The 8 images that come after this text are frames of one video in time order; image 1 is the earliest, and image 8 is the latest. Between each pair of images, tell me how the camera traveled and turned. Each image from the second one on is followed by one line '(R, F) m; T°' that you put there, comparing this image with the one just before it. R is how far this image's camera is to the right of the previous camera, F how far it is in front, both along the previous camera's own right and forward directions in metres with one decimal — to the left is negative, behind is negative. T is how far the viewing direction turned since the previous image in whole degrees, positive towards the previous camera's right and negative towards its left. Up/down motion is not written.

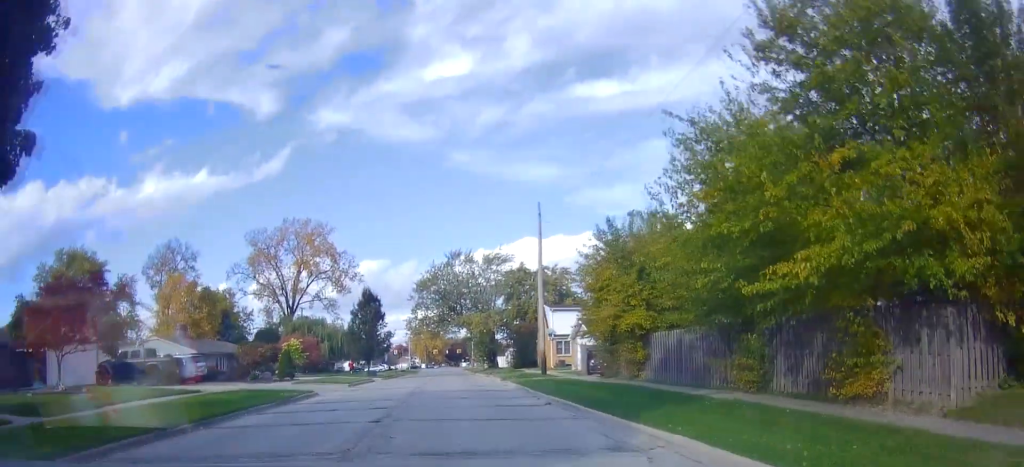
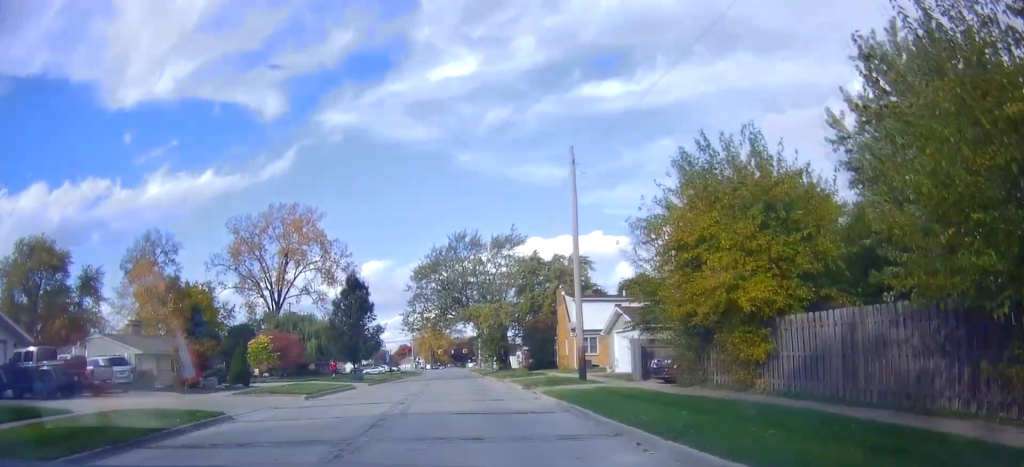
(0.0, +10.8) m; 0°
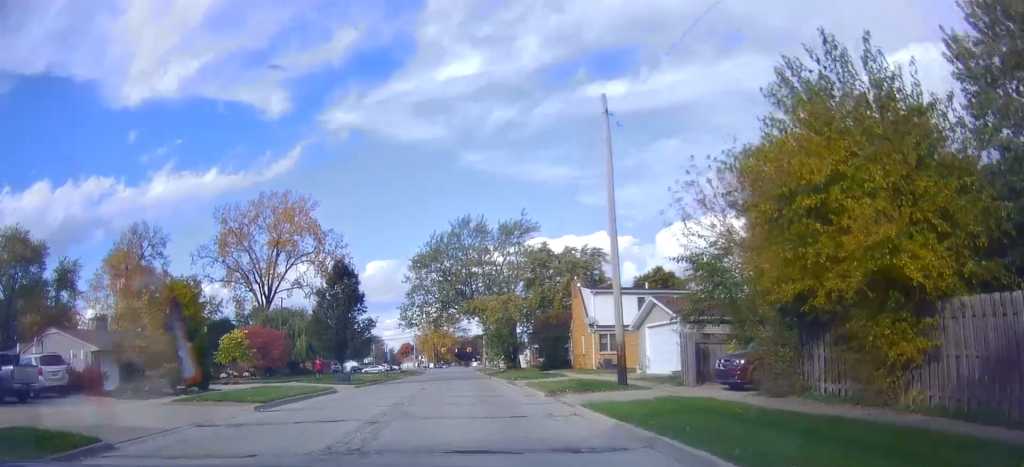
(0.0, +6.3) m; 0°
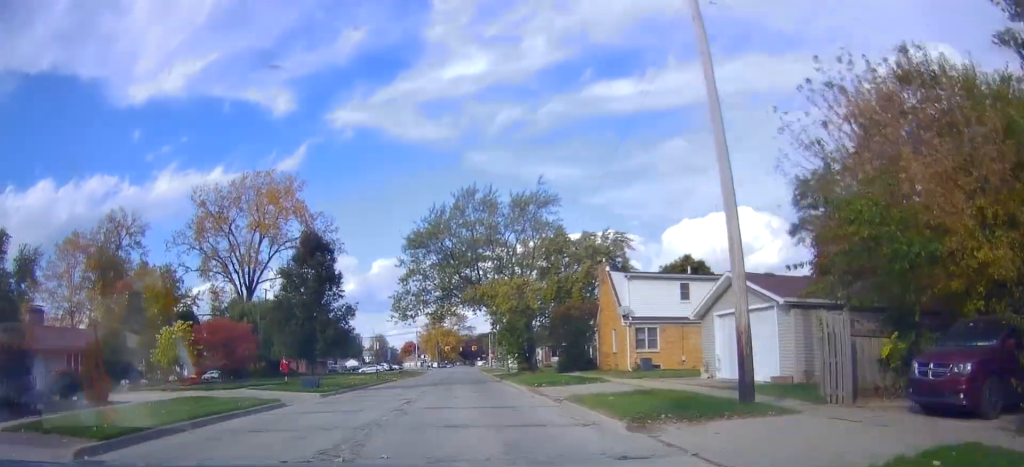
(0.0, +9.2) m; 0°
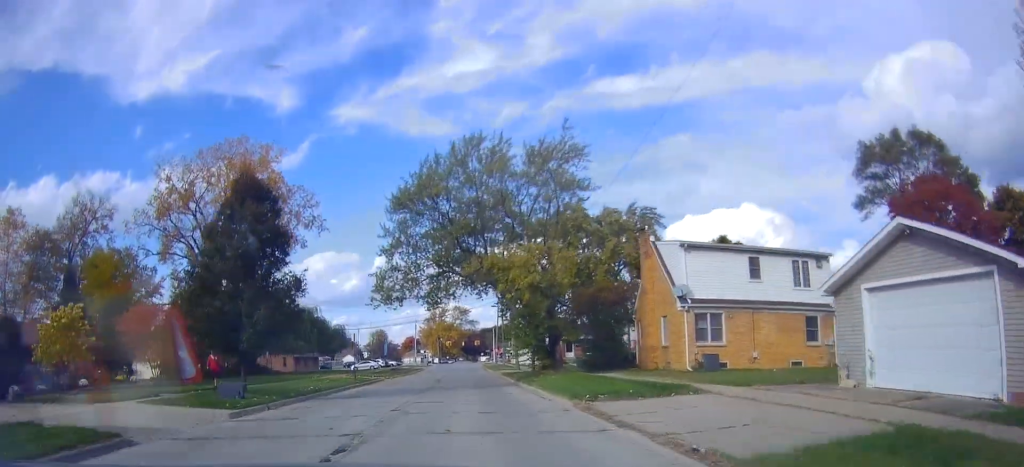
(0.0, +10.3) m; 0°
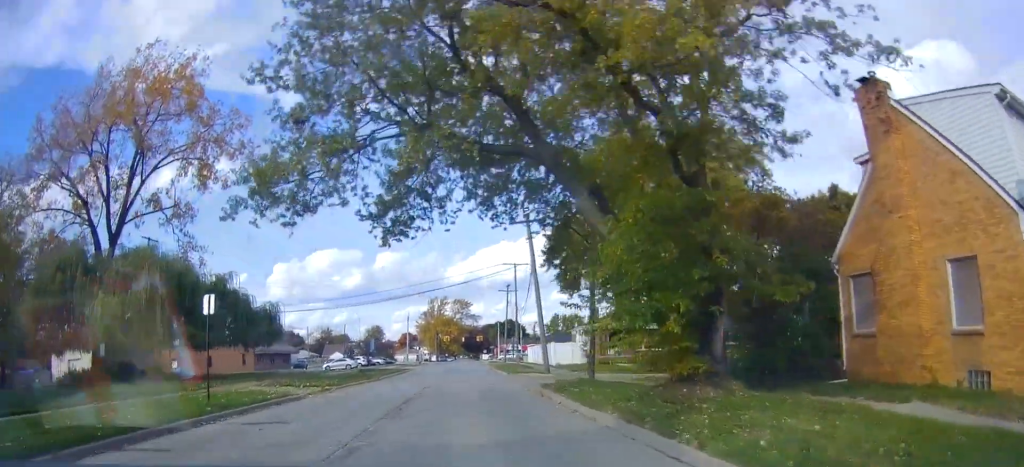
(0.0, +21.4) m; 0°
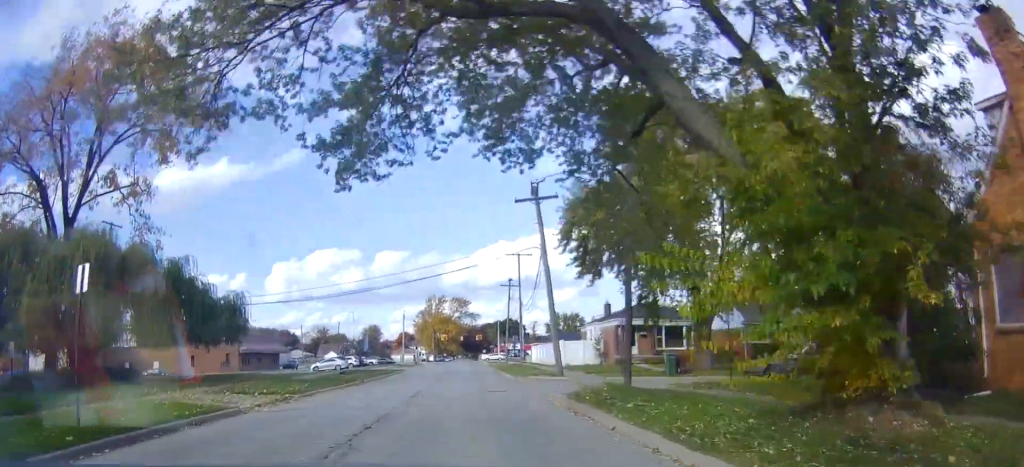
(0.0, +5.8) m; 0°
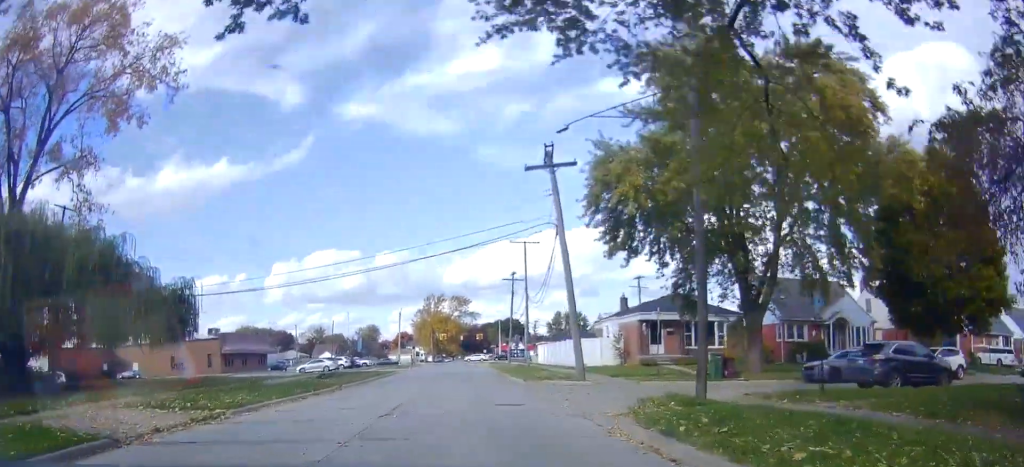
(0.0, +5.9) m; 0°
